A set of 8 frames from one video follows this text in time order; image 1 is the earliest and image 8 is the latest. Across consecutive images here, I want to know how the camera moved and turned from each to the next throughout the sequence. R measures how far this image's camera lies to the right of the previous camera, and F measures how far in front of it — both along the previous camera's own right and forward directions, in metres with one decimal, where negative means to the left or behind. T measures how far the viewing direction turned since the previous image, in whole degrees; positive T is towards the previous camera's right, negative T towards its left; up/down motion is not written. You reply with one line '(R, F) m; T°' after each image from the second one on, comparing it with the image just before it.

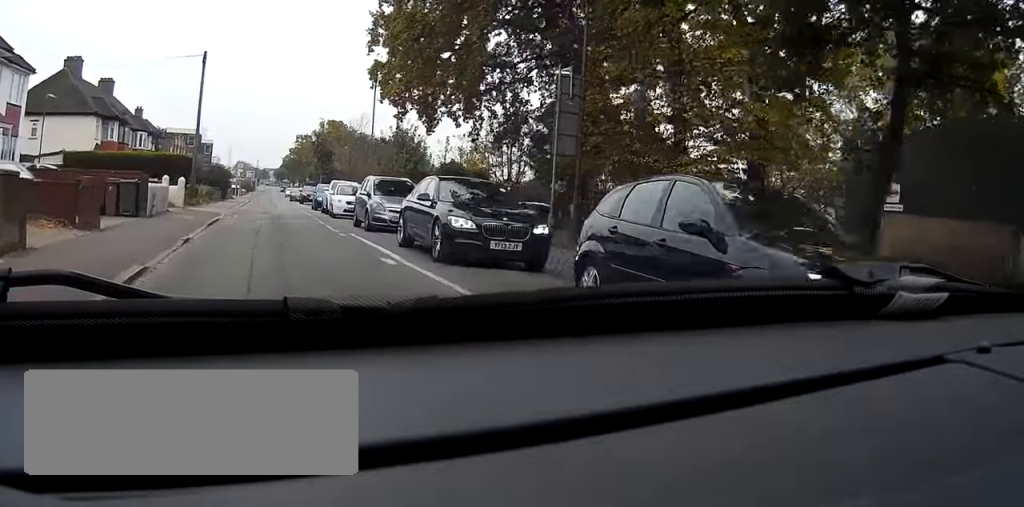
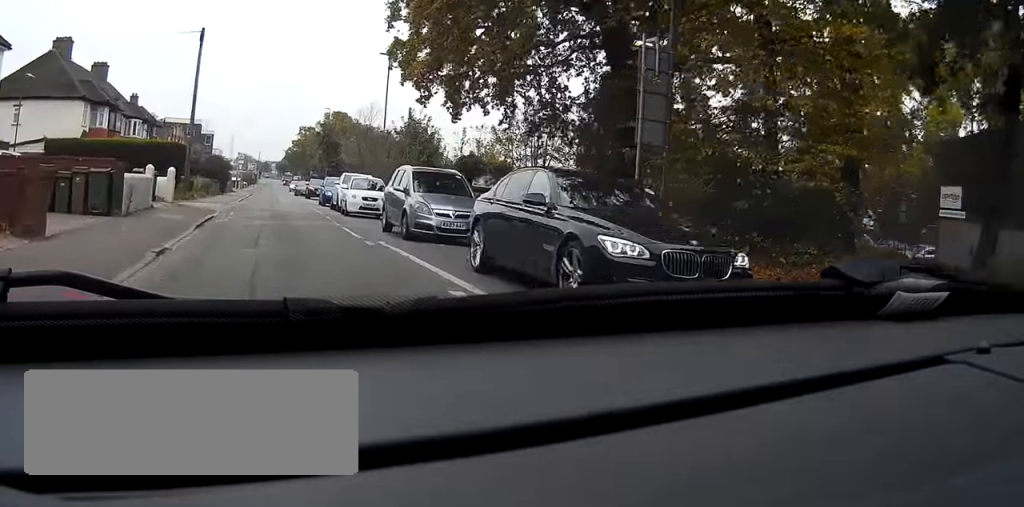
(0.0, +3.4) m; 0°
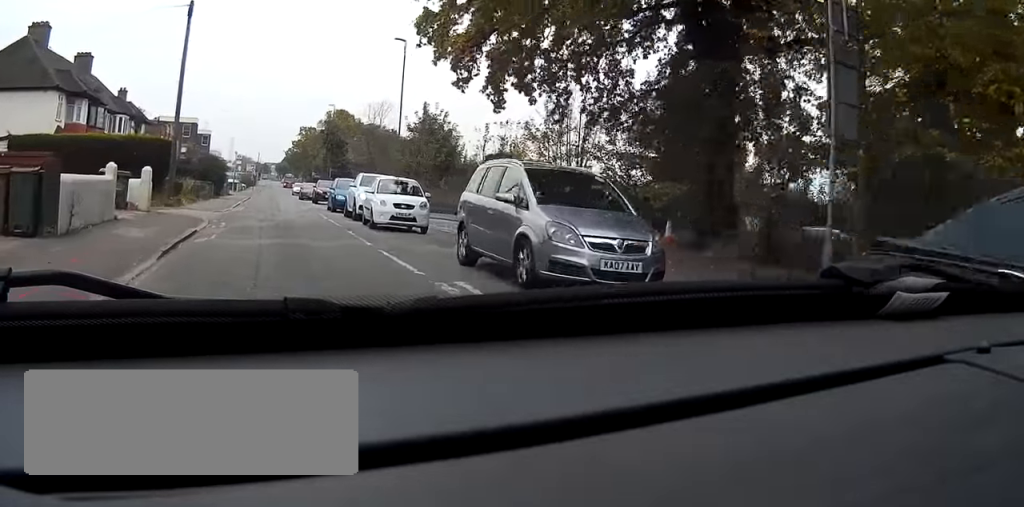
(0.0, +4.9) m; 0°
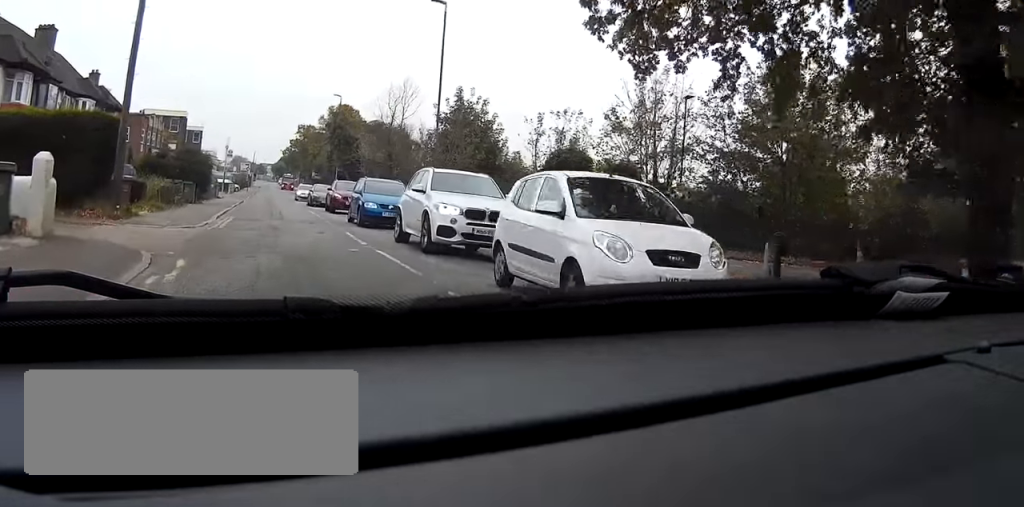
(0.0, +9.4) m; +1°
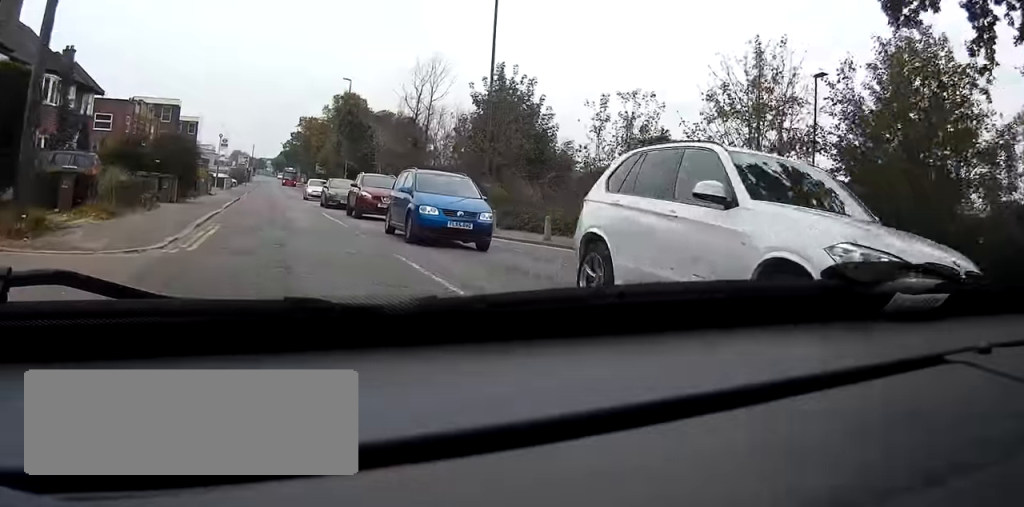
(0.0, +7.3) m; 0°
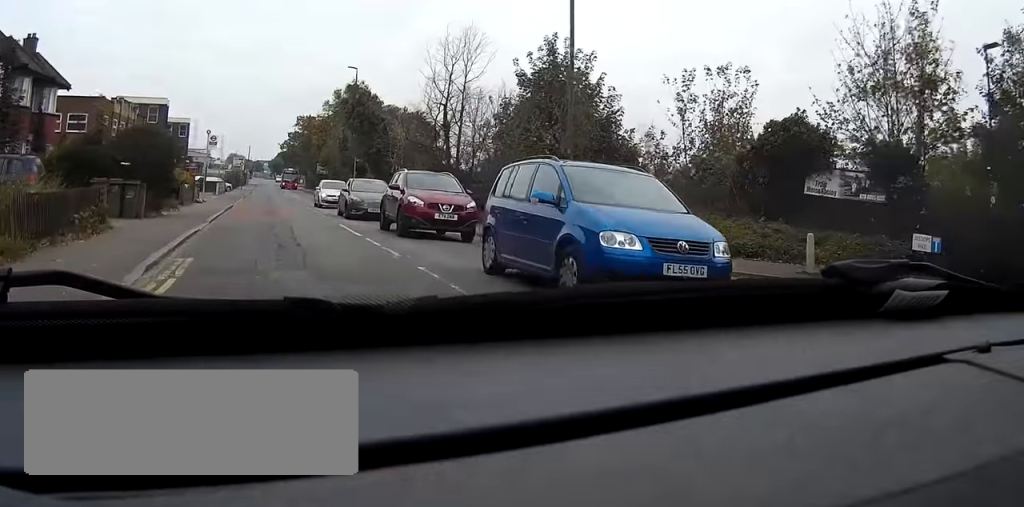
(0.0, +7.0) m; 0°
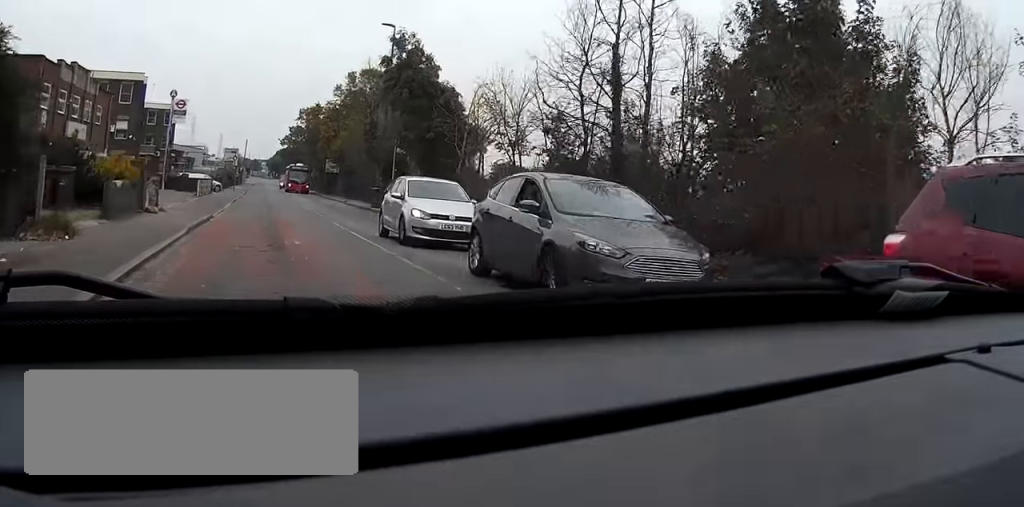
(0.0, +15.2) m; 0°
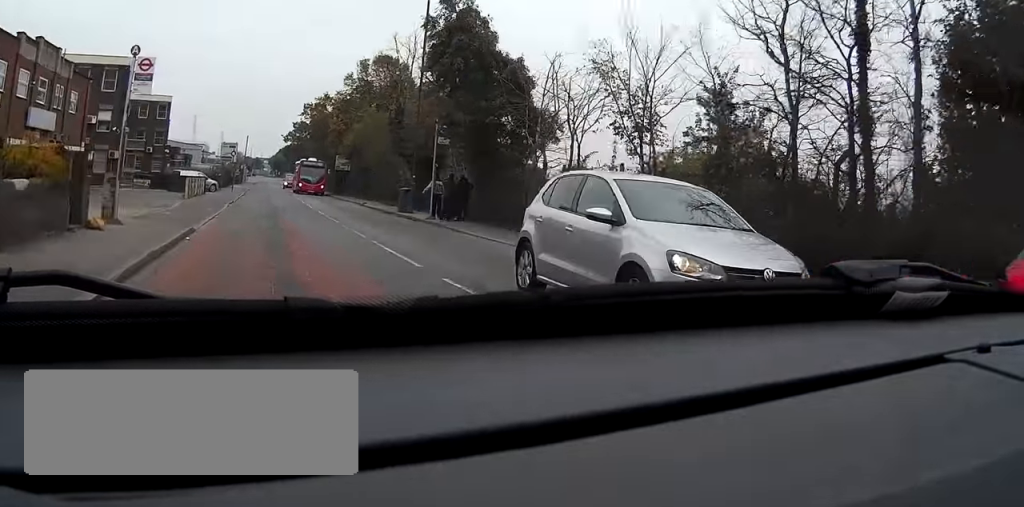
(0.0, +7.8) m; +1°
